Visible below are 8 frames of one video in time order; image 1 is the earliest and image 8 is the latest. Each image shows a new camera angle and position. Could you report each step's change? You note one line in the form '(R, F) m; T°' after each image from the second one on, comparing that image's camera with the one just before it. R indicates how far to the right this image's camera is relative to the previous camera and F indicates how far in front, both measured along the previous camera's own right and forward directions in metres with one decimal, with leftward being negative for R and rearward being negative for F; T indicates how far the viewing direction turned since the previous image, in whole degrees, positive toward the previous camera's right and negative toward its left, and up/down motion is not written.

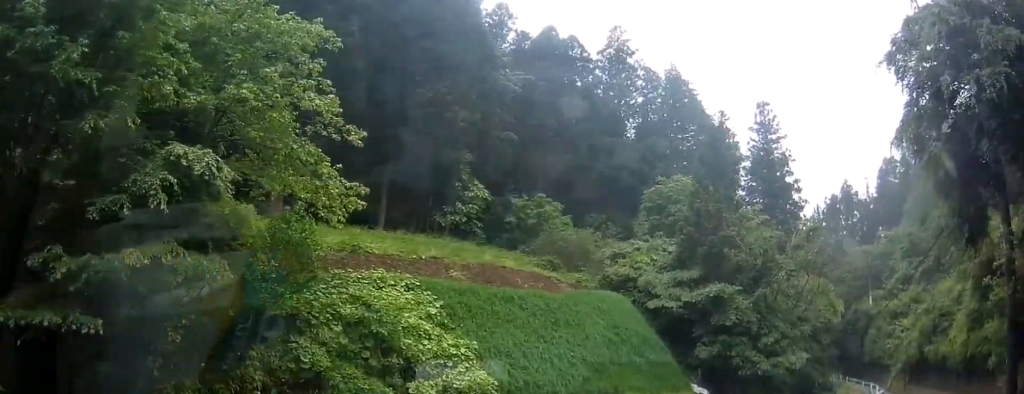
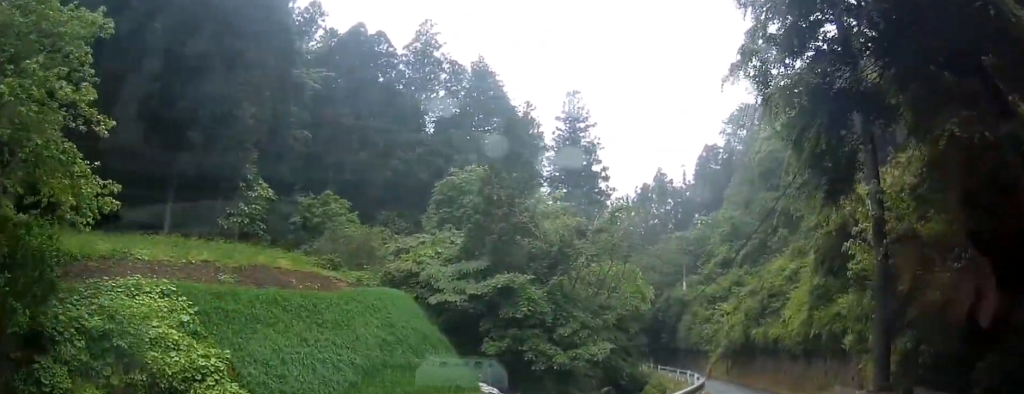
(+0.5, +1.7) m; +18°
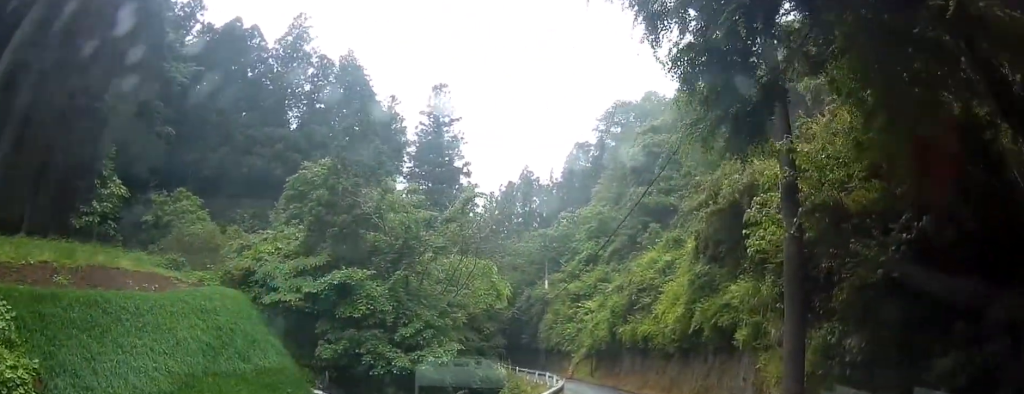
(+0.2, +1.9) m; +6°
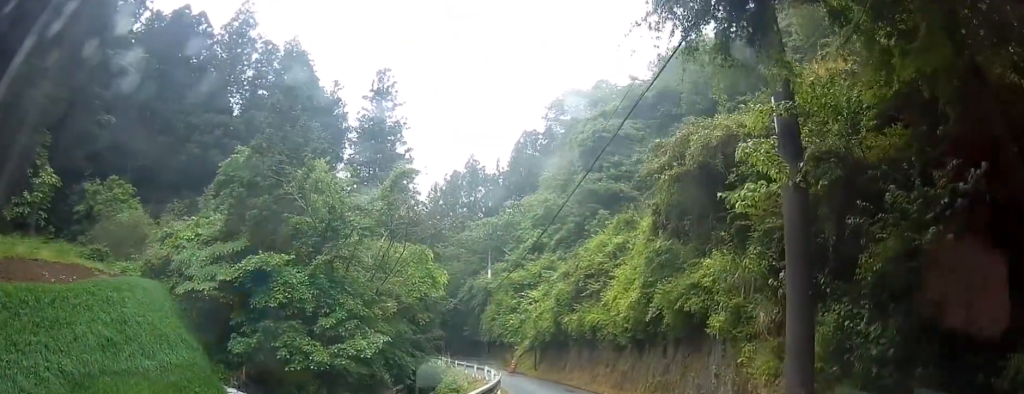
(-0.3, +1.8) m; +4°
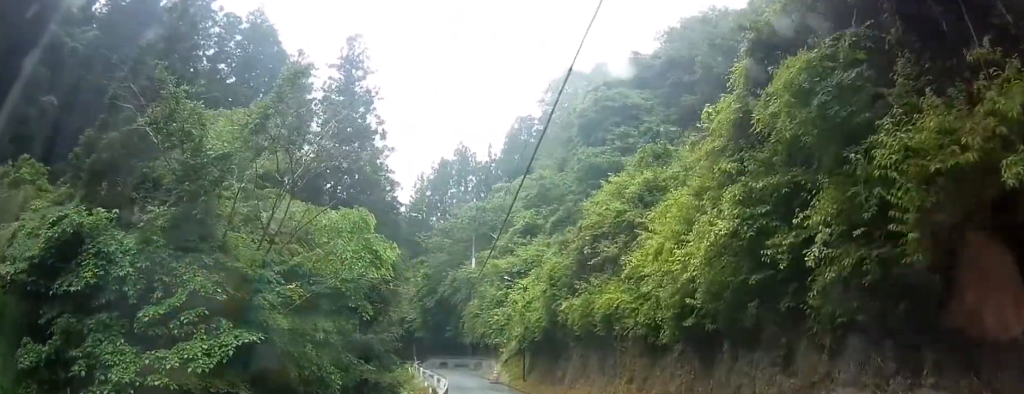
(+1.1, +7.5) m; +7°
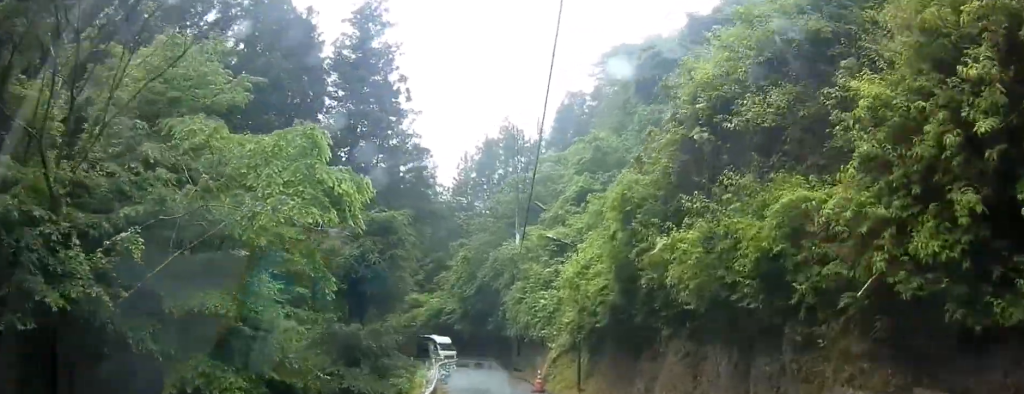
(-0.3, +9.4) m; -4°
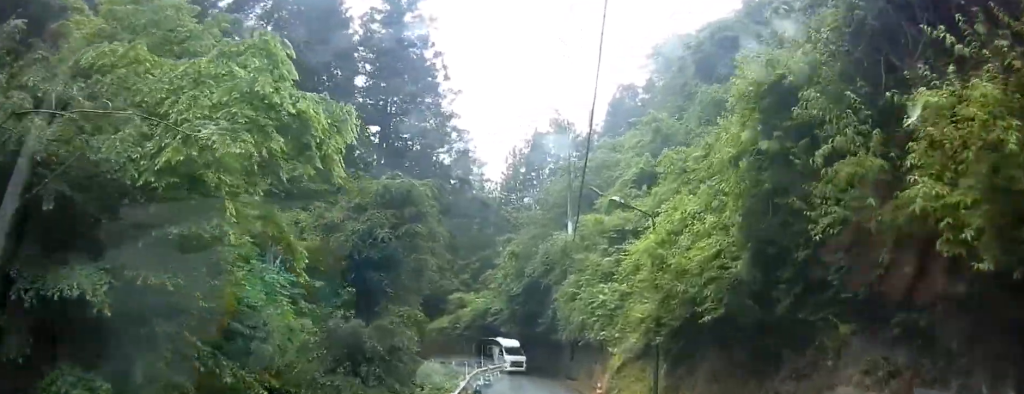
(0.0, +5.1) m; -2°
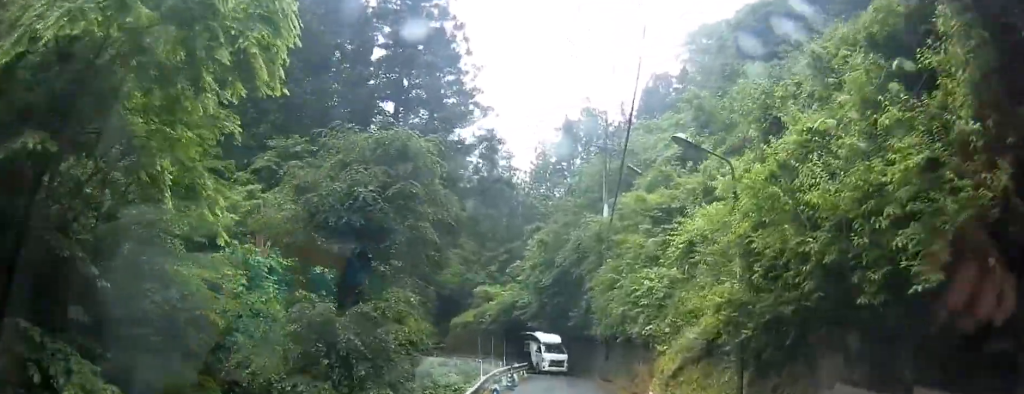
(0.0, +3.1) m; -3°
